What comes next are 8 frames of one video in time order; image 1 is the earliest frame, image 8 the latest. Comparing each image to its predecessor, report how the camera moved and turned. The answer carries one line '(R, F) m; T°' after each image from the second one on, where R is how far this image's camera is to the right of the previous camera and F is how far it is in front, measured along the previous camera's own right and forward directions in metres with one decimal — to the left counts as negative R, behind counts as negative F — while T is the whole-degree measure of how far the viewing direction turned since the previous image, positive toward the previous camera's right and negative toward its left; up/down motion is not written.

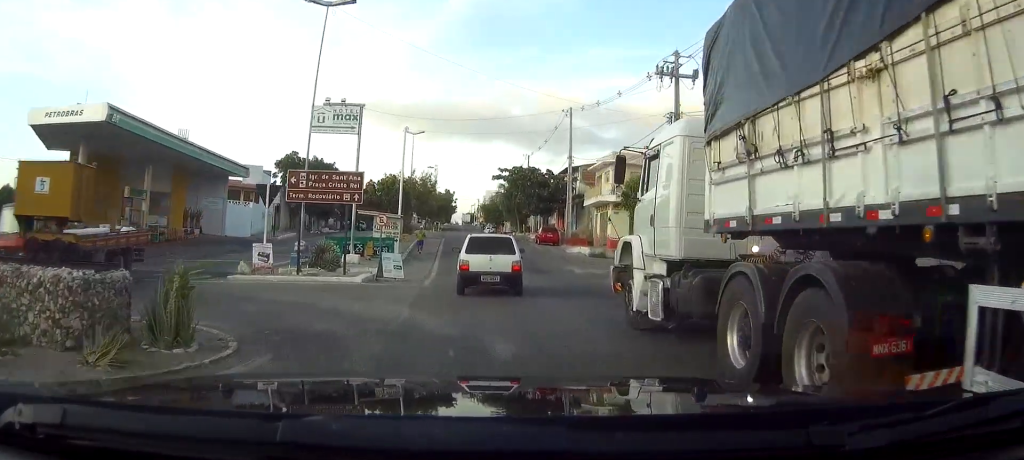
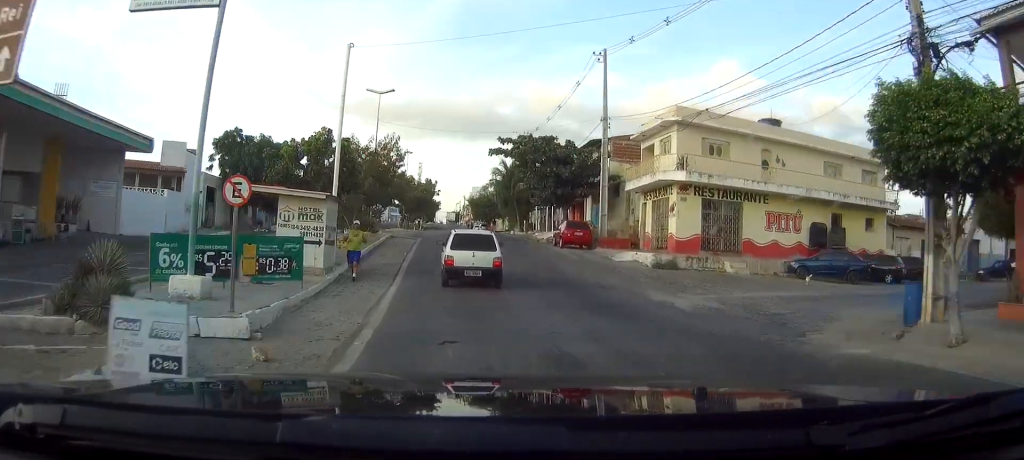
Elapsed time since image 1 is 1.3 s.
(+0.4, +17.4) m; +1°
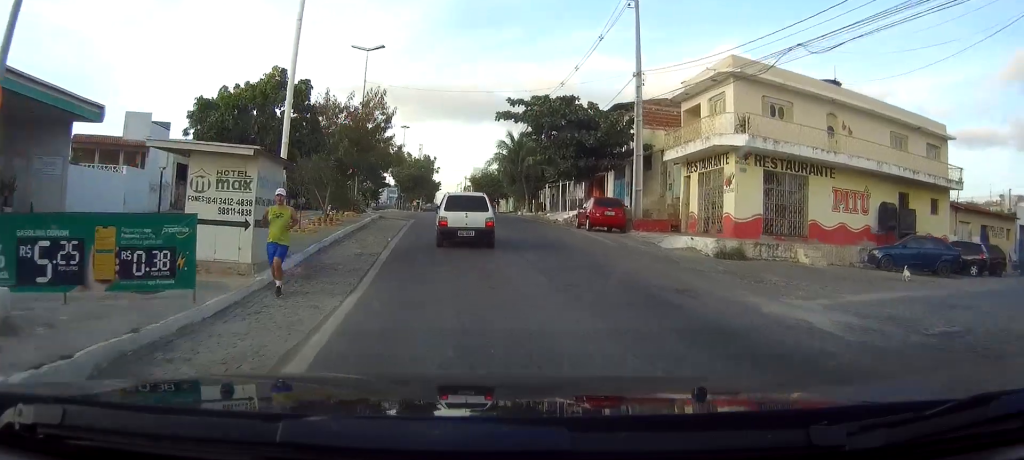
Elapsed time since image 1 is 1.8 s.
(0.0, +7.1) m; -1°
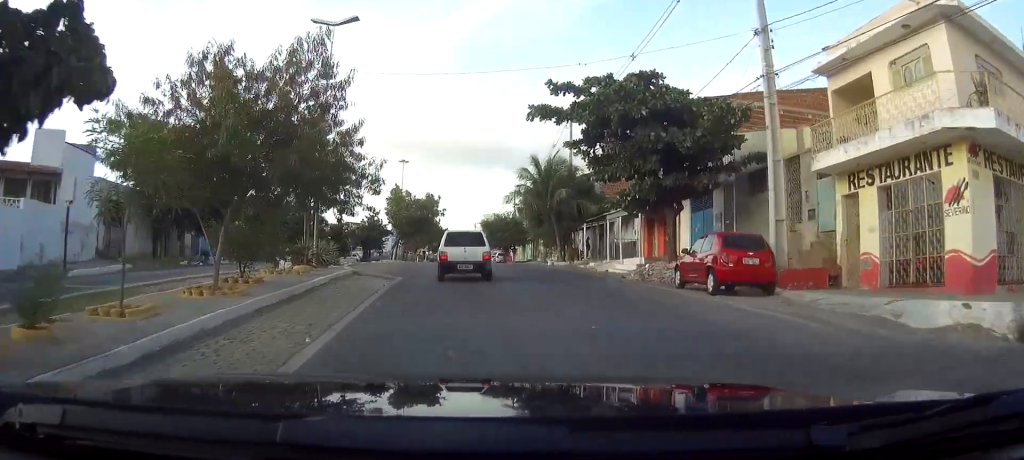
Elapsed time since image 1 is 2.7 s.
(-0.2, +12.6) m; -1°
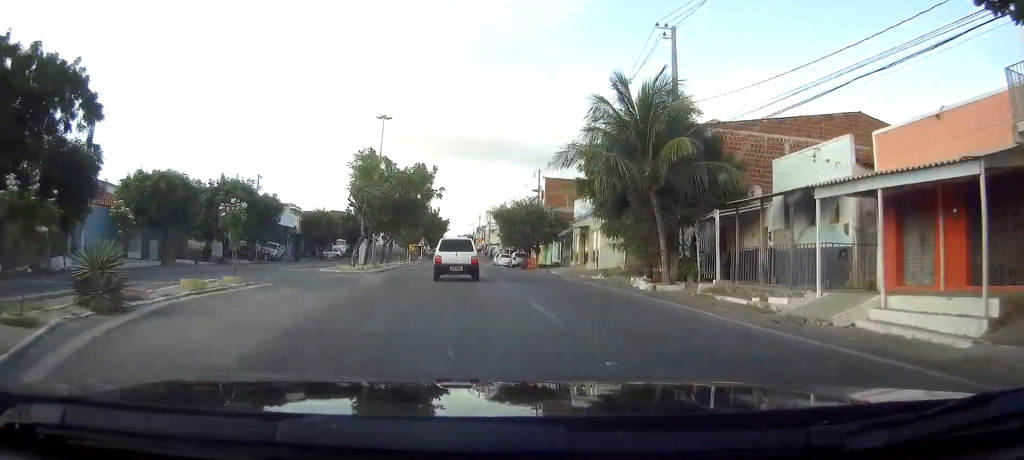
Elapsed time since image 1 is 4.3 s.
(0.0, +22.0) m; +1°
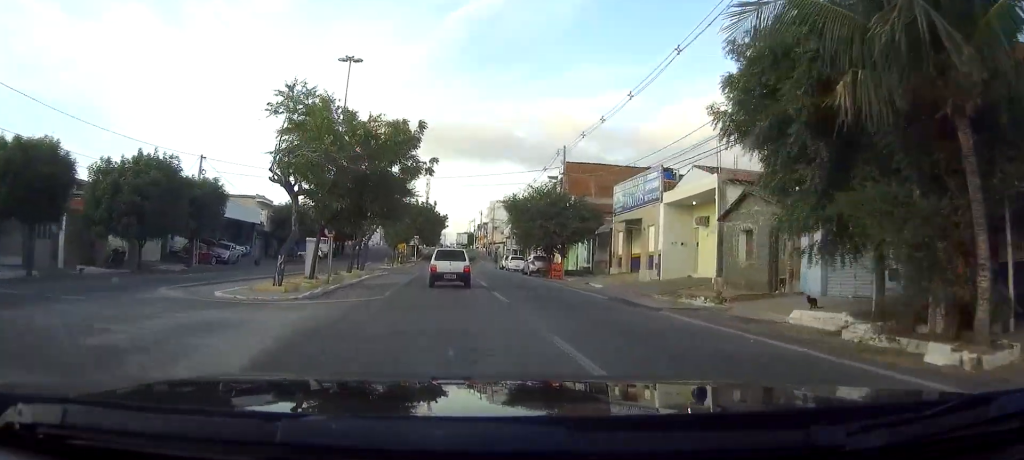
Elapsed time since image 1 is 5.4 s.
(+0.1, +15.3) m; 0°
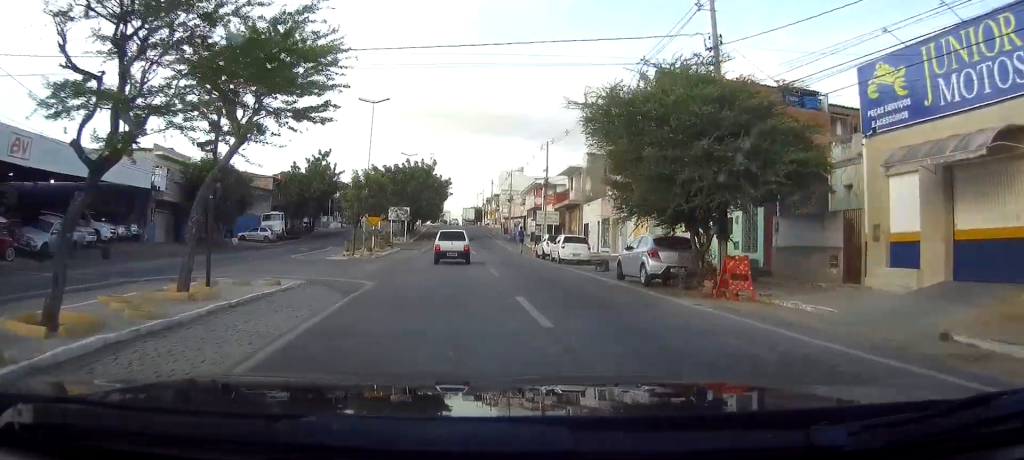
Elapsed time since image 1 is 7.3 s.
(-0.1, +27.2) m; 0°
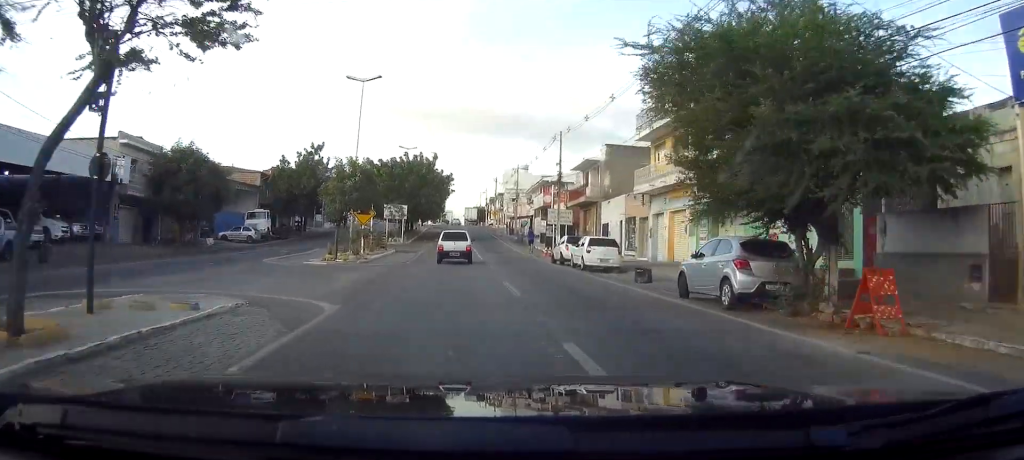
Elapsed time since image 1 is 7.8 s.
(0.0, +6.0) m; 0°
